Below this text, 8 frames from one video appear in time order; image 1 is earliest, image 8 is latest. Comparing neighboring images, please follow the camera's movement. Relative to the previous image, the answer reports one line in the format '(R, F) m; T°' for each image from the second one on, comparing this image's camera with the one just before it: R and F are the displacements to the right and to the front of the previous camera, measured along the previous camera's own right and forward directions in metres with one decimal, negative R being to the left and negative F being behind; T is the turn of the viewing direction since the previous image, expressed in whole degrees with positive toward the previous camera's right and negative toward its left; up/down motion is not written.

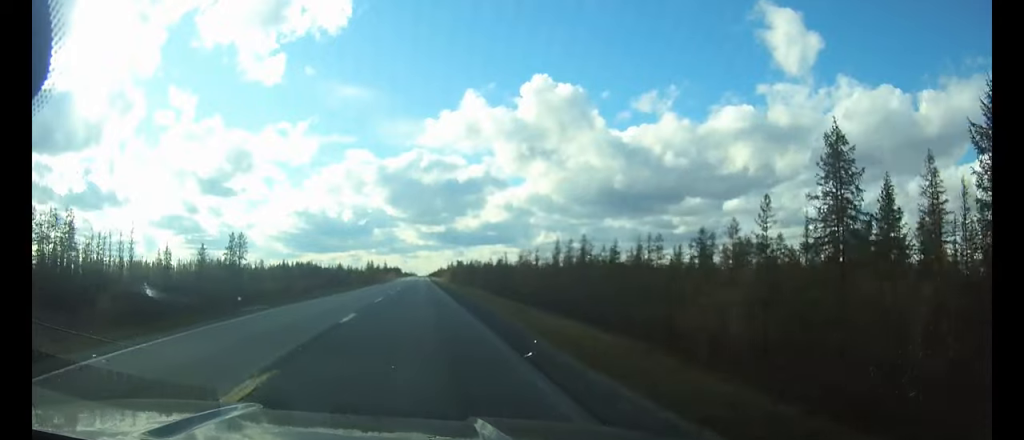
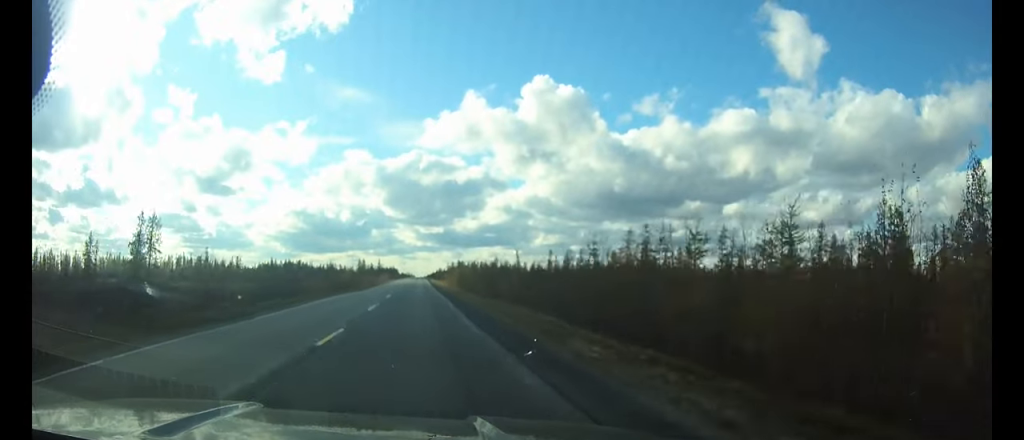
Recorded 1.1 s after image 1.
(0.0, +30.9) m; 0°
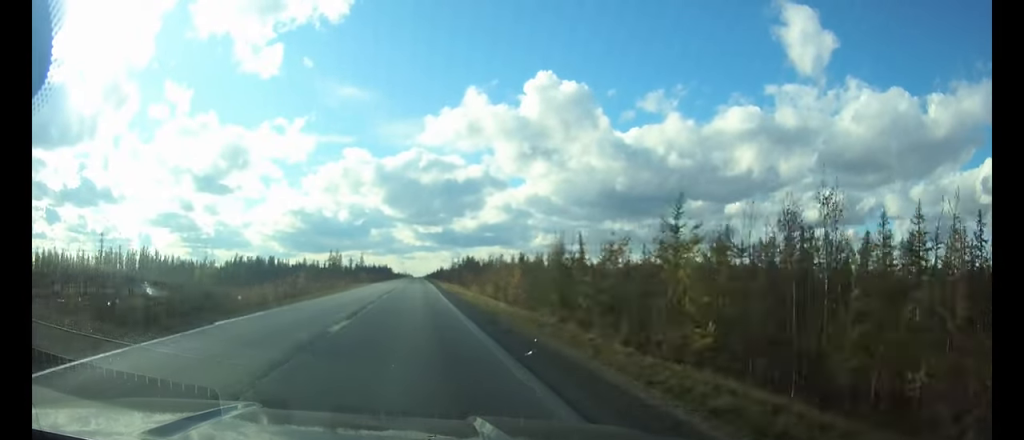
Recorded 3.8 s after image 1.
(+0.1, +70.8) m; 0°
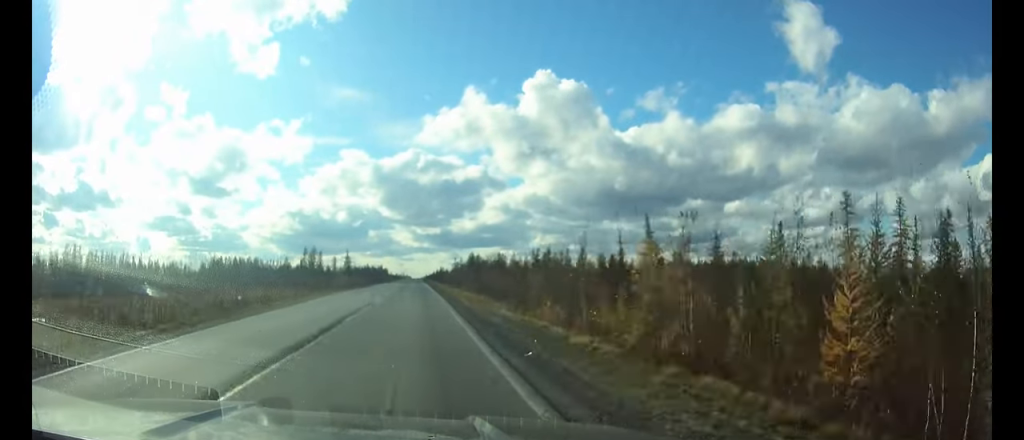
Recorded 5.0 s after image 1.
(0.0, +31.3) m; 0°
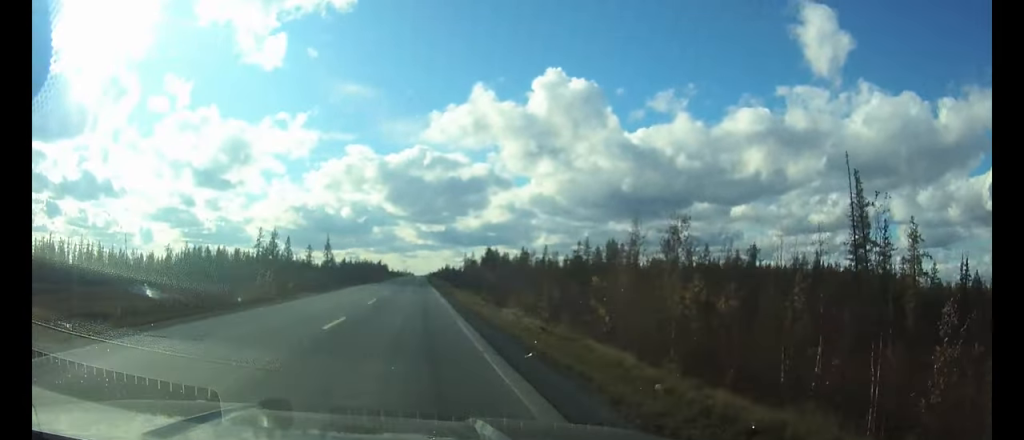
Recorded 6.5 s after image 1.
(-0.1, +34.6) m; 0°
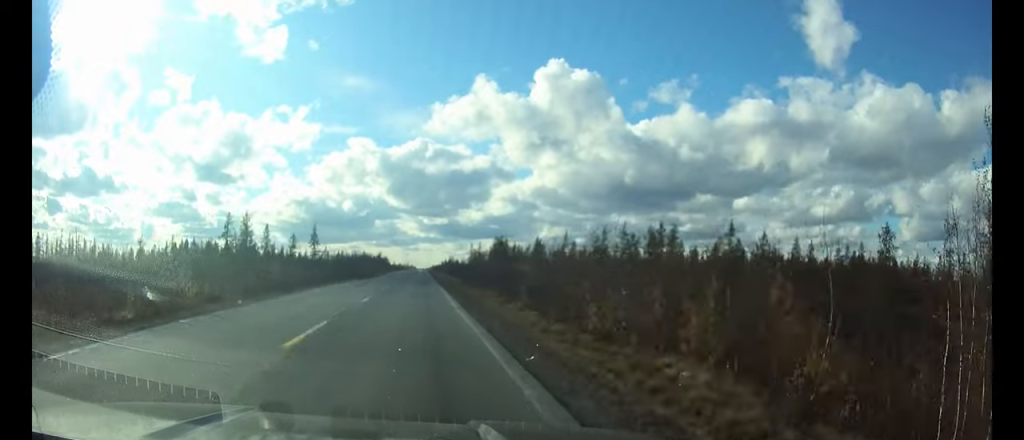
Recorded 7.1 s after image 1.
(0.0, +13.9) m; 0°
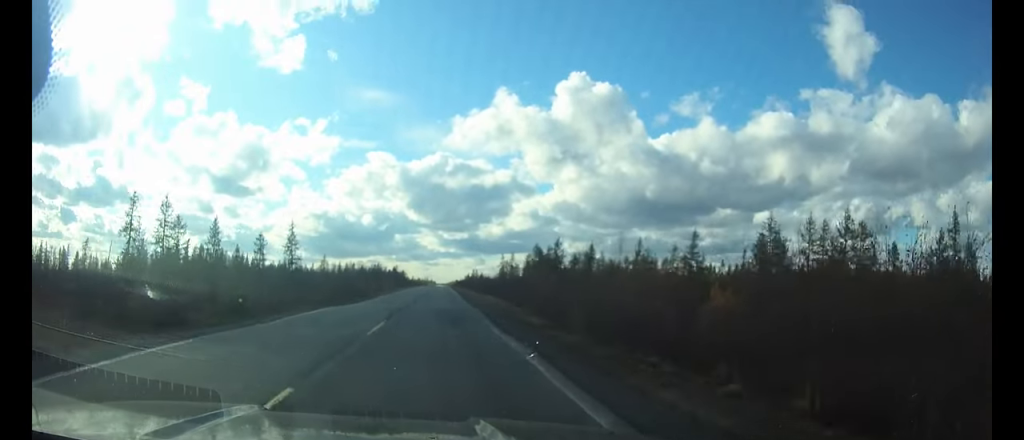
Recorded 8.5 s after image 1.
(-0.2, +27.2) m; 0°
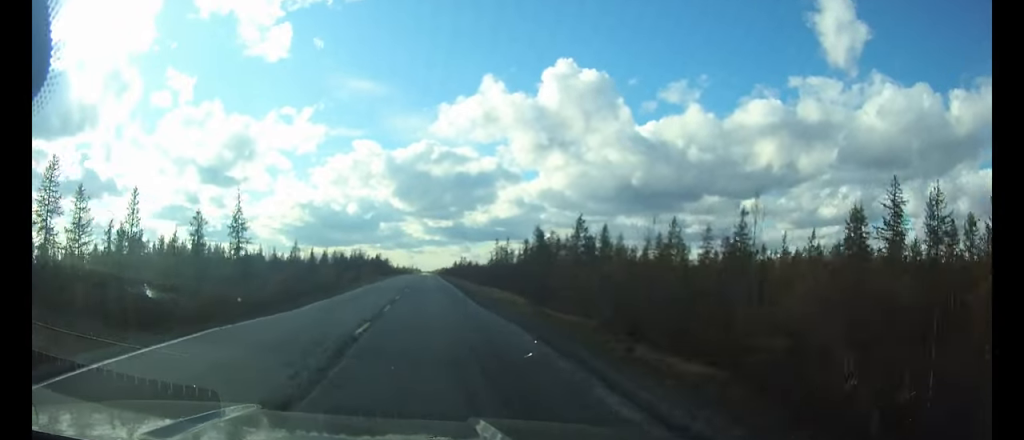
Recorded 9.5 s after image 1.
(+0.2, +17.3) m; +1°
